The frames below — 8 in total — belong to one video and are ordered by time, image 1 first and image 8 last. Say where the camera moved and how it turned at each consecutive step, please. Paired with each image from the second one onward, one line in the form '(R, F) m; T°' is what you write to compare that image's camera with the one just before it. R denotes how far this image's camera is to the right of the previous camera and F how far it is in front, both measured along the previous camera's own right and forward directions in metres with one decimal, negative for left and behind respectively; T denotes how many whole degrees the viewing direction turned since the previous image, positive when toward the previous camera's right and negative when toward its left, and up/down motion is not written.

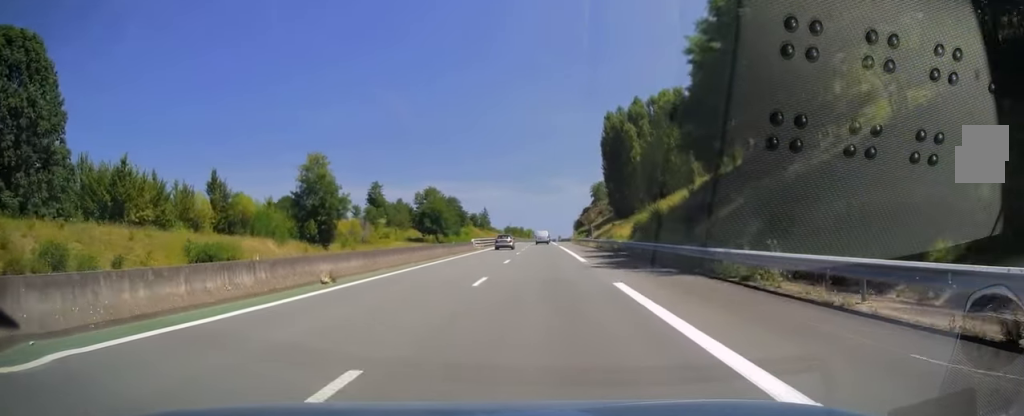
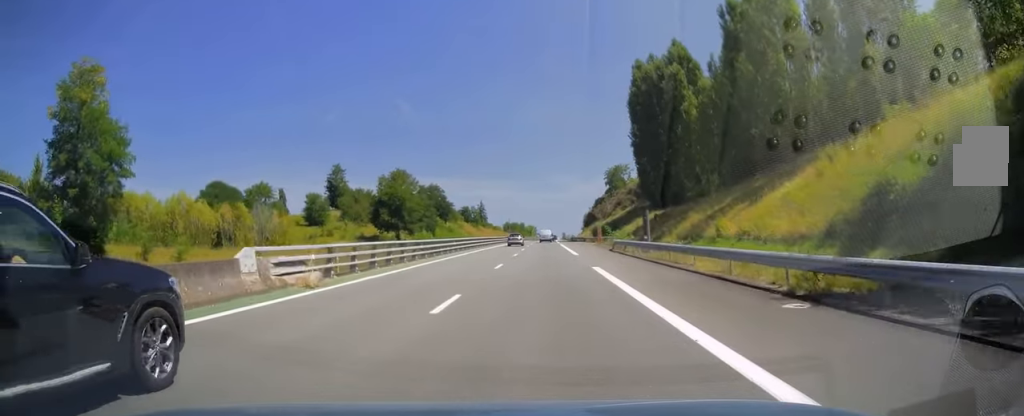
(+0.4, +44.6) m; 0°
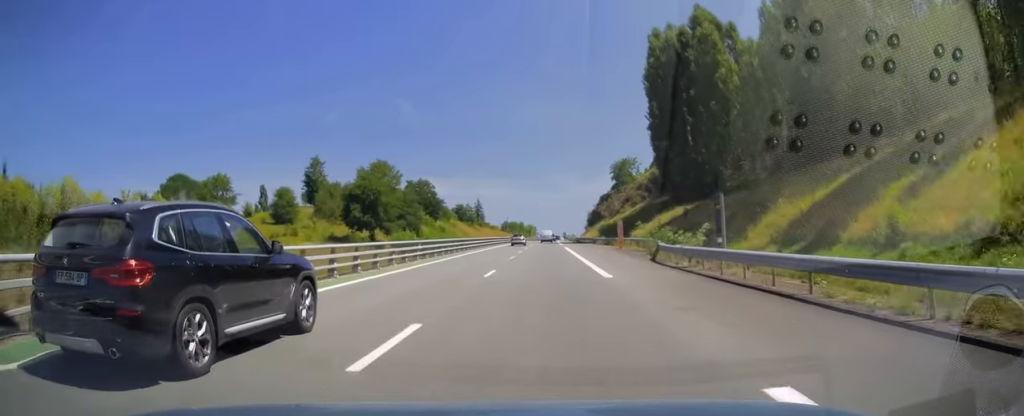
(-0.2, +17.3) m; 0°
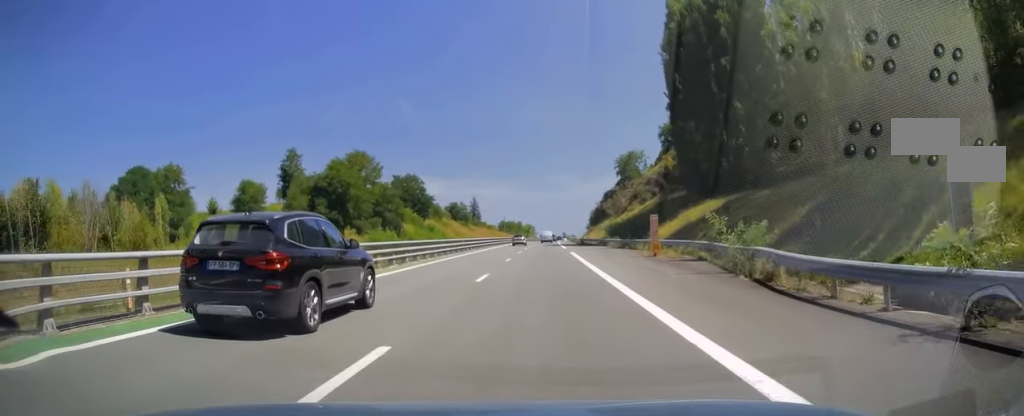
(-0.1, +14.8) m; 0°
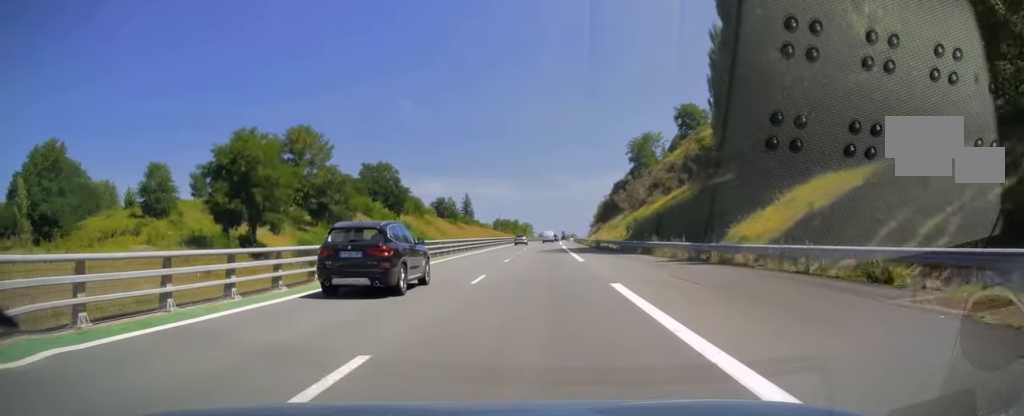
(+0.1, +26.6) m; 0°
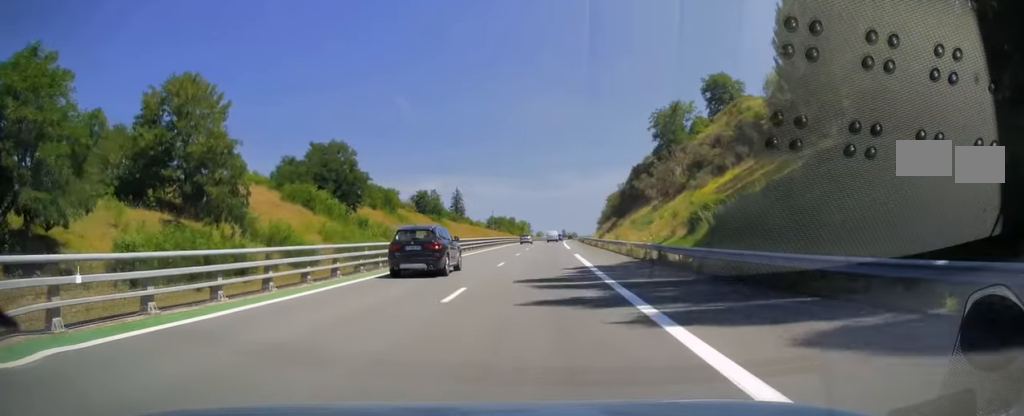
(+0.1, +30.6) m; 0°
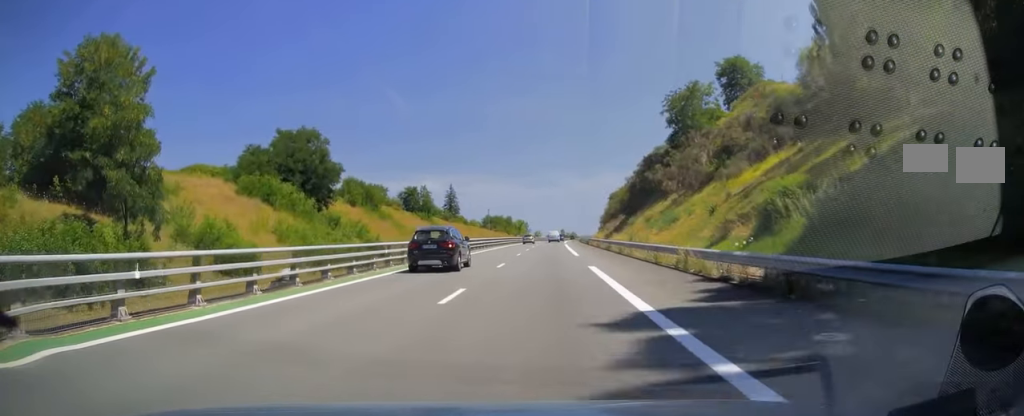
(0.0, +13.3) m; 0°
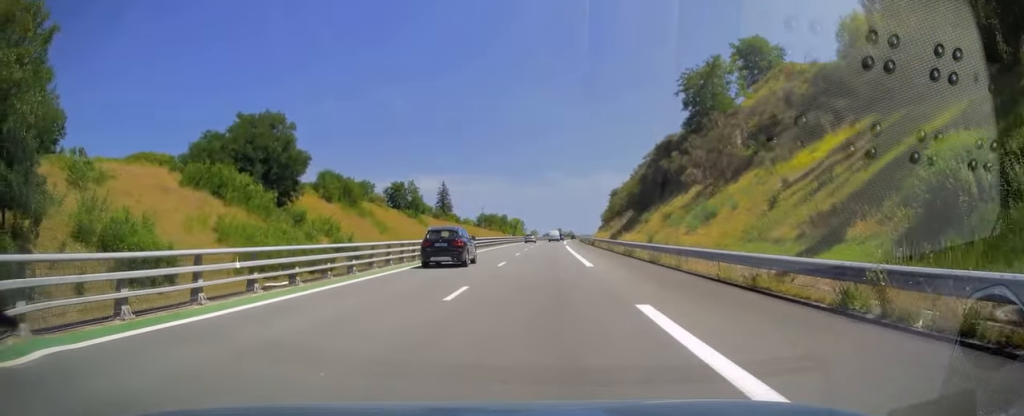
(-0.1, +12.3) m; 0°
